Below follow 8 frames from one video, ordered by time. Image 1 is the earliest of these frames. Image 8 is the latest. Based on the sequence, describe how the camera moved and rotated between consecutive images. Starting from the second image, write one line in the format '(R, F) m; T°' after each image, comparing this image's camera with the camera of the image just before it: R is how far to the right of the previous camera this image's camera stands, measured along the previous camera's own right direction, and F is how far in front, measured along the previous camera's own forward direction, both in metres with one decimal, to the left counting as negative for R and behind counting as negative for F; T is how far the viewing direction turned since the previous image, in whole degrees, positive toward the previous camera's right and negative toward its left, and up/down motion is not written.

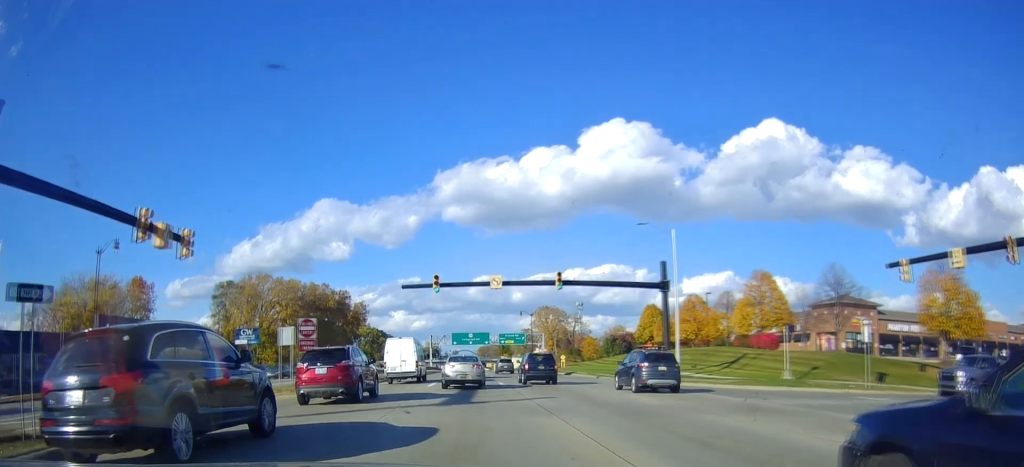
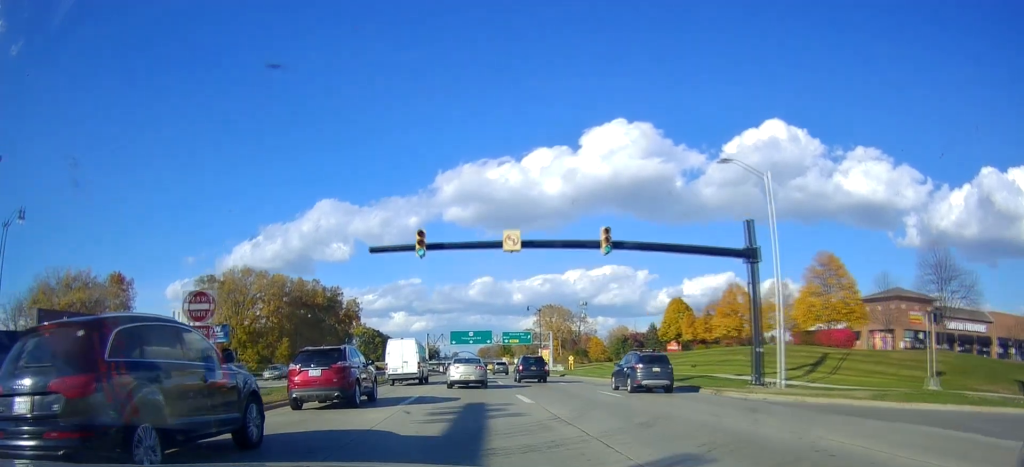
(-0.5, +12.1) m; -2°
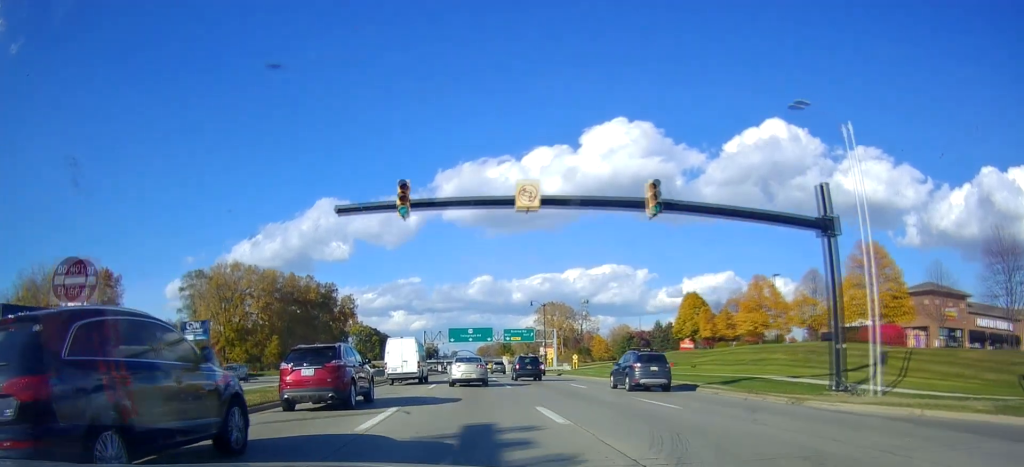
(-0.2, +6.3) m; +1°
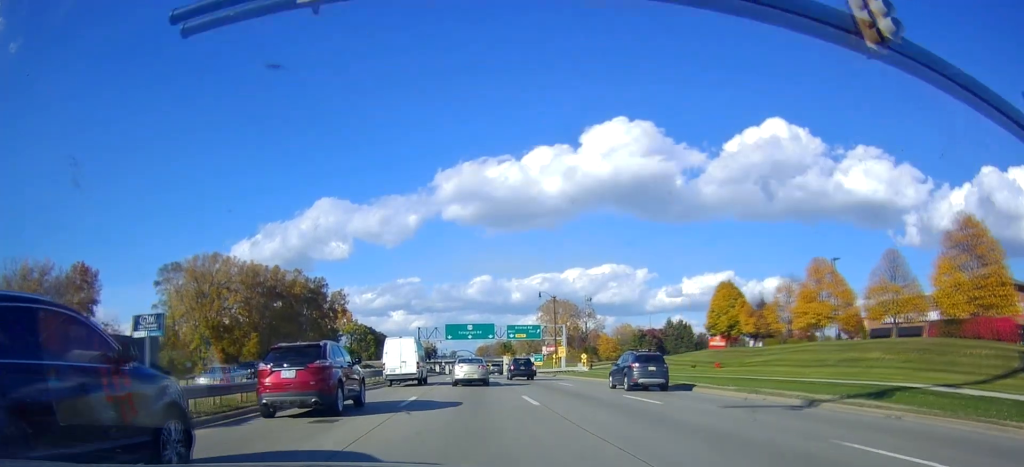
(+0.6, +11.4) m; +3°
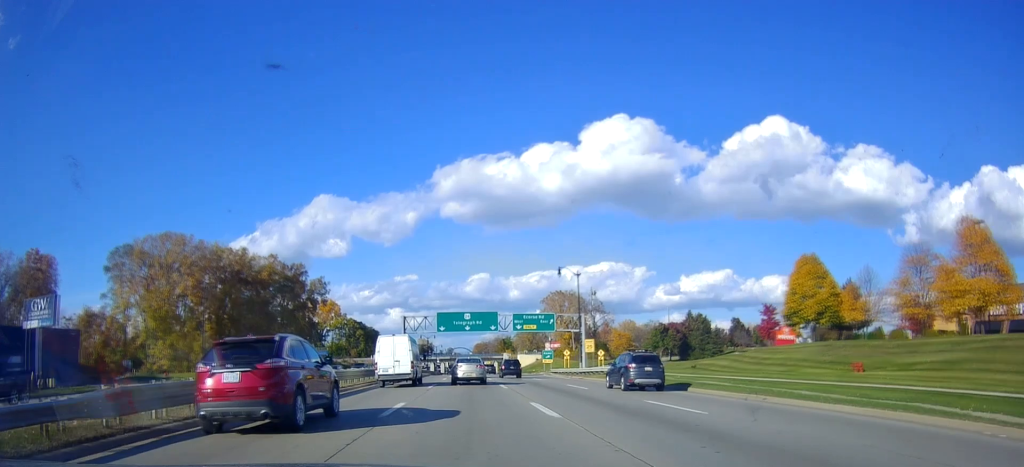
(0.0, +19.2) m; -1°
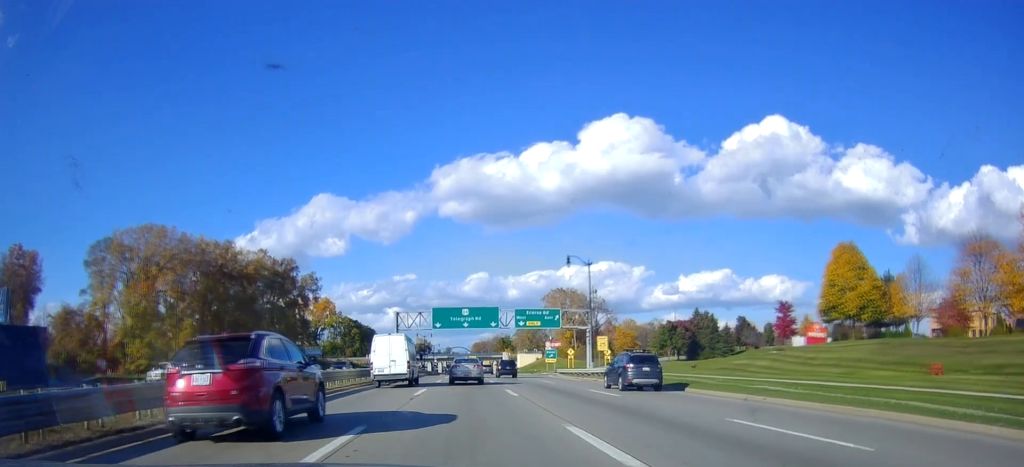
(+0.1, +6.4) m; -1°
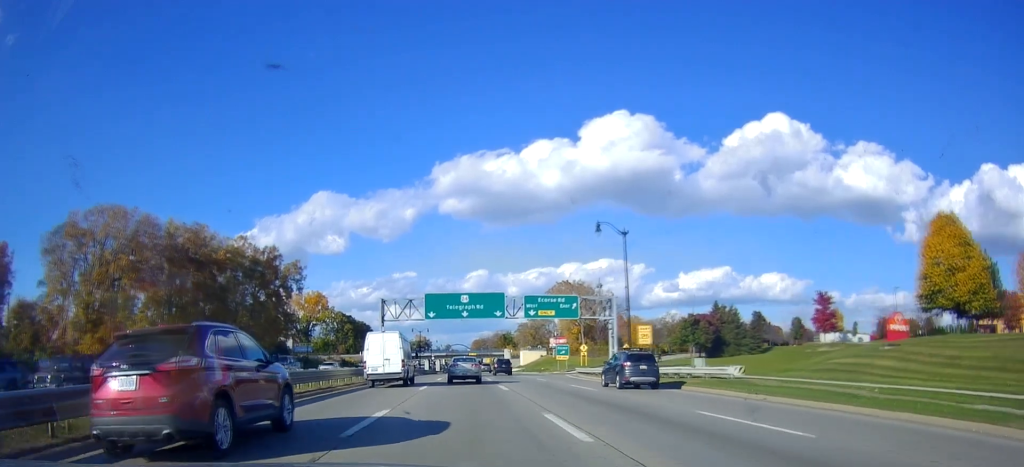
(-0.3, +12.6) m; 0°
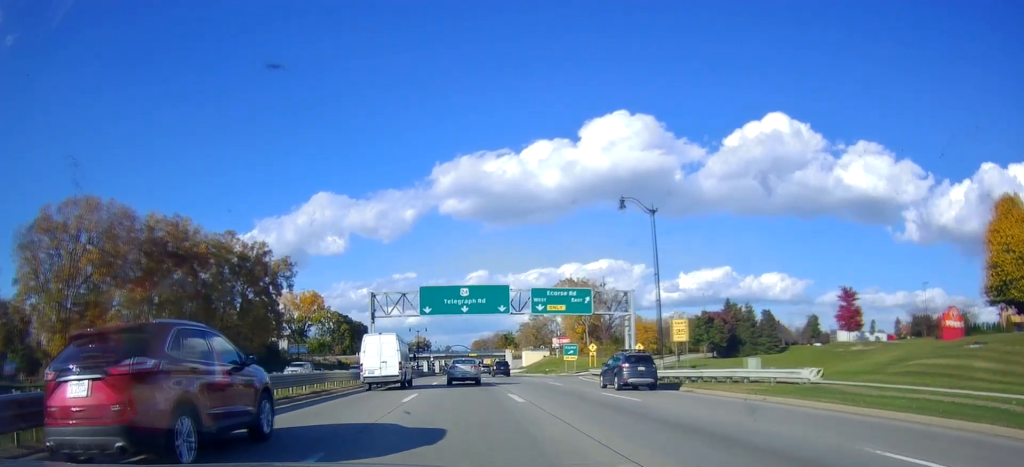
(-0.1, +6.7) m; 0°
